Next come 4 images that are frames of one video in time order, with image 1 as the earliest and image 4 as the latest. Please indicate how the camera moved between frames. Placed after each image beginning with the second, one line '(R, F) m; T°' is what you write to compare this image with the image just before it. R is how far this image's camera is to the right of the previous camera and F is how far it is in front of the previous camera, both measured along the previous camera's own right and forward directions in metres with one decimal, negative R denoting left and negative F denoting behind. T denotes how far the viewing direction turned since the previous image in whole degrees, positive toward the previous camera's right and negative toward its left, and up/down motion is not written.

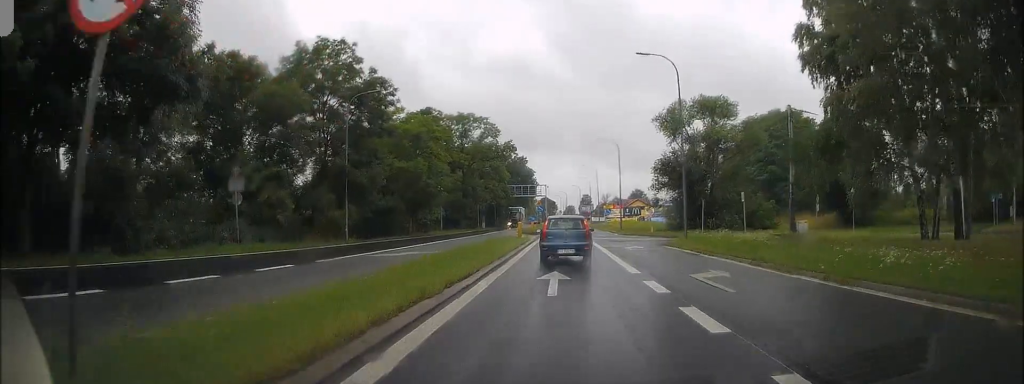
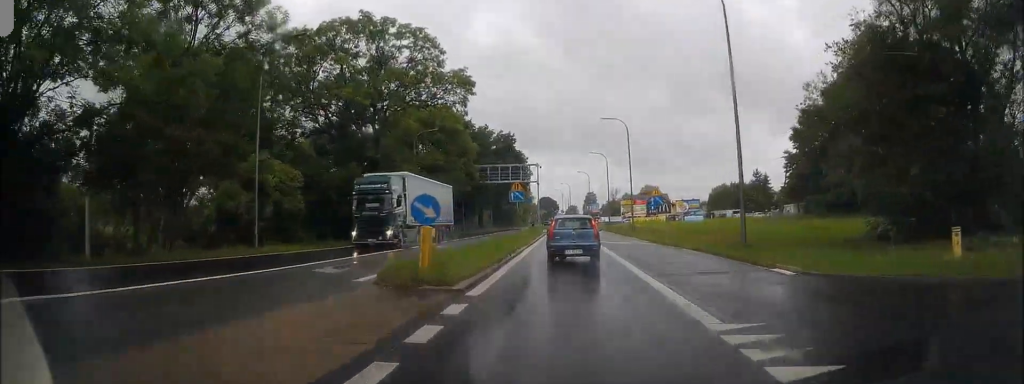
(-1.3, +43.3) m; -2°
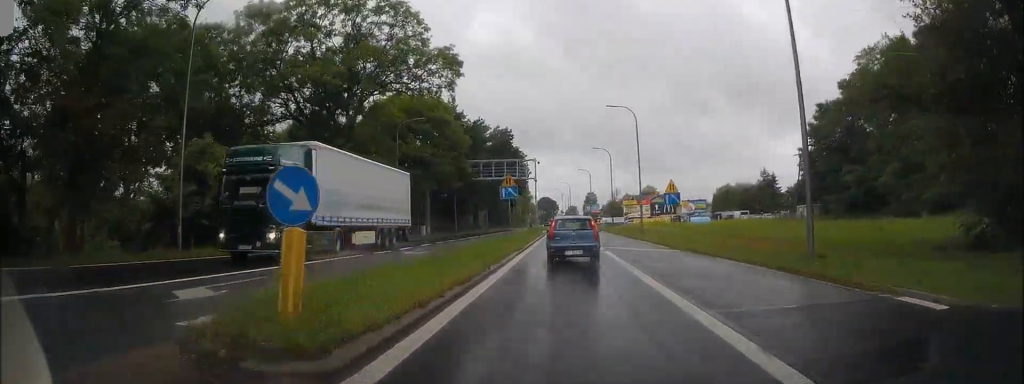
(0.0, +6.1) m; 0°
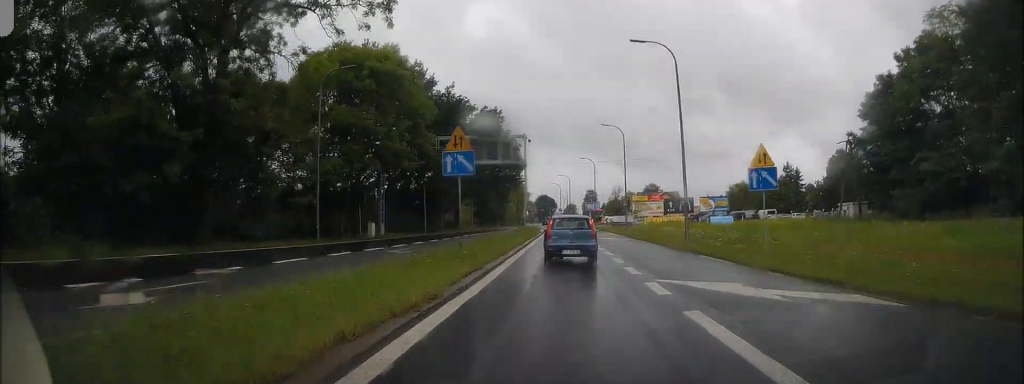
(+0.1, +16.7) m; 0°
